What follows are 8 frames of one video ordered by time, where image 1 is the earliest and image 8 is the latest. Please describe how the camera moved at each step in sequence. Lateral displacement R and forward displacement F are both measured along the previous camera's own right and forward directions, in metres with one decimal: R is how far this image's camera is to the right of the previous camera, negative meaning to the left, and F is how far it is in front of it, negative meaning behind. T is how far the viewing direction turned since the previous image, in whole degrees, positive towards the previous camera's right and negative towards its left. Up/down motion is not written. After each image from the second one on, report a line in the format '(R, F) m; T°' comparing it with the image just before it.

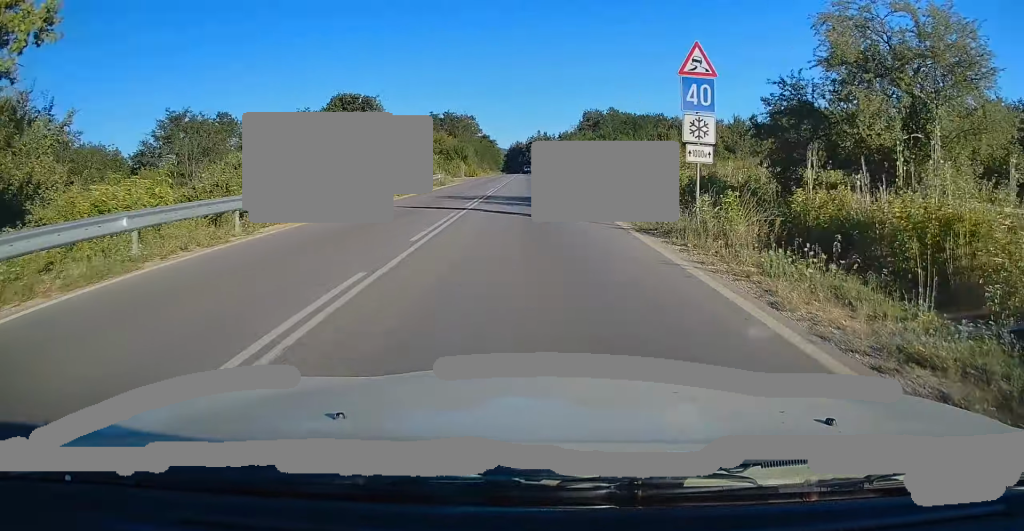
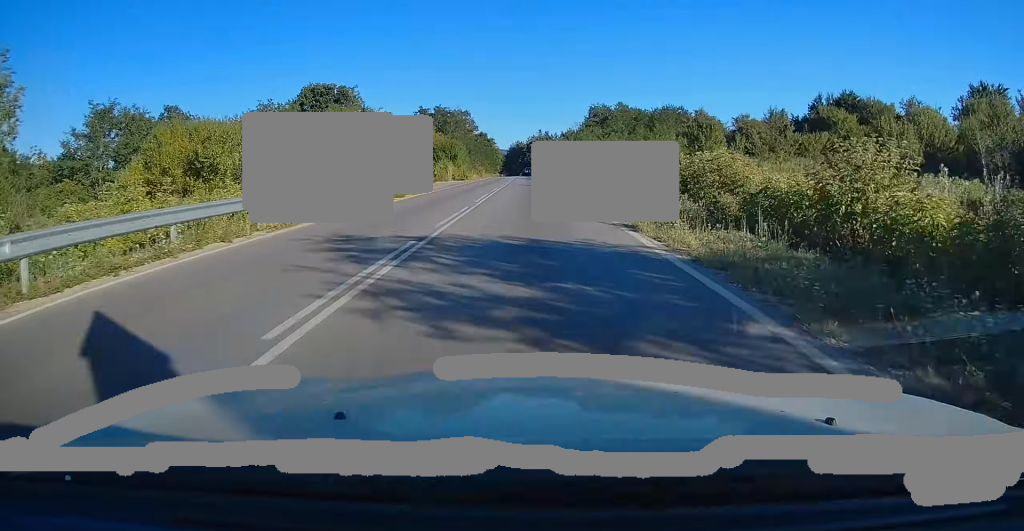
(0.0, +14.8) m; 0°
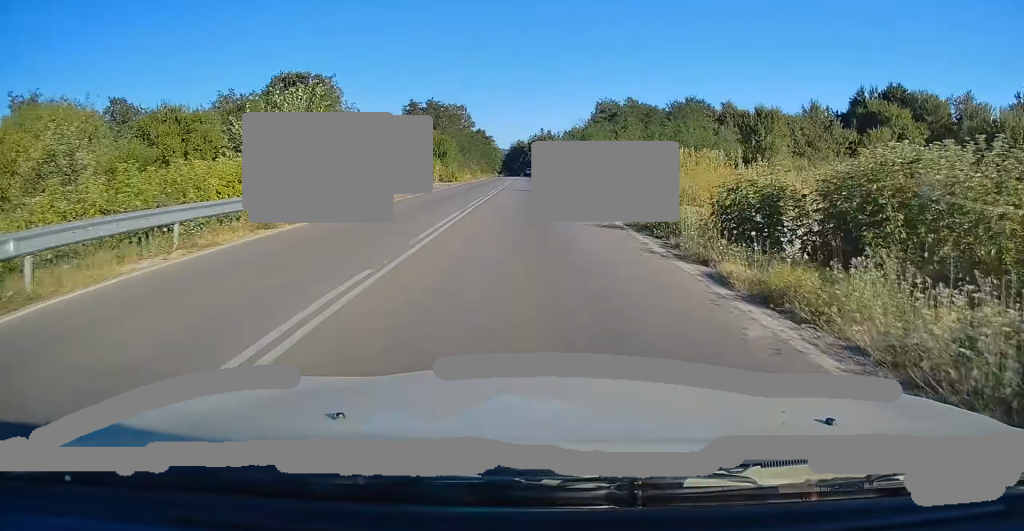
(-0.2, +12.0) m; 0°
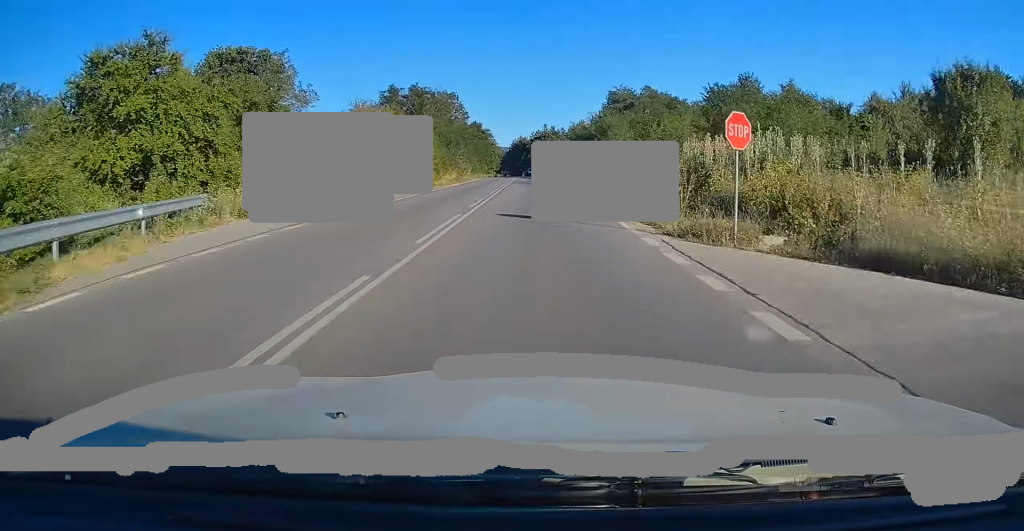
(+0.1, +18.3) m; 0°
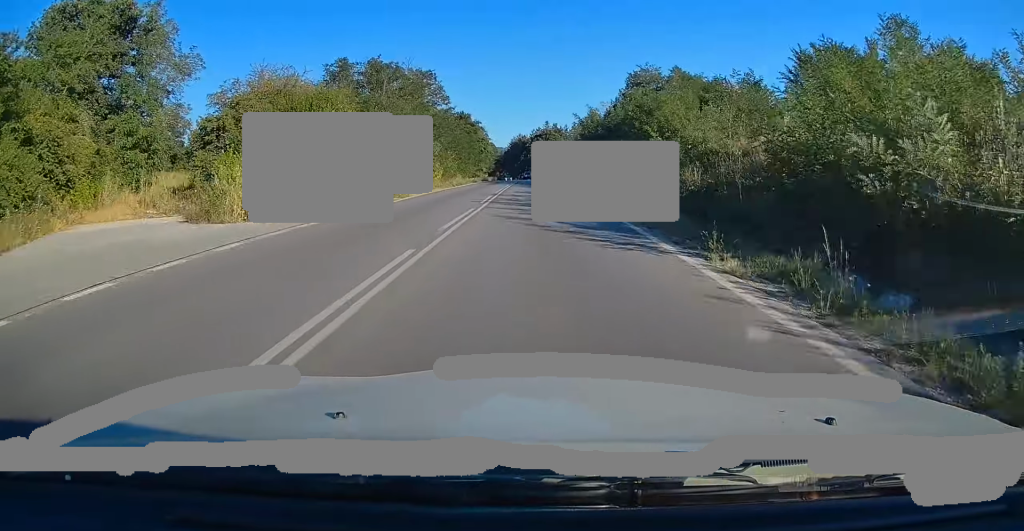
(+0.2, +24.7) m; 0°
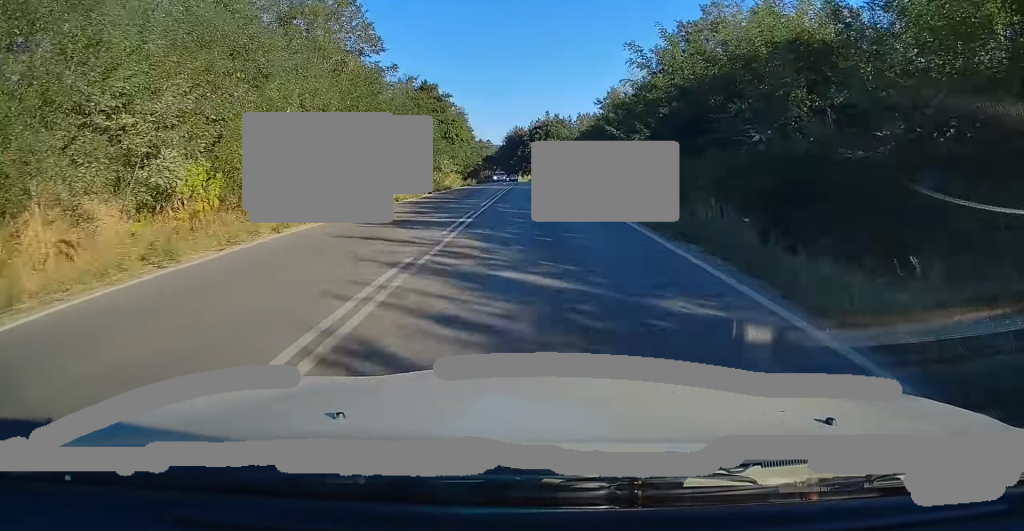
(-0.5, +36.5) m; -1°
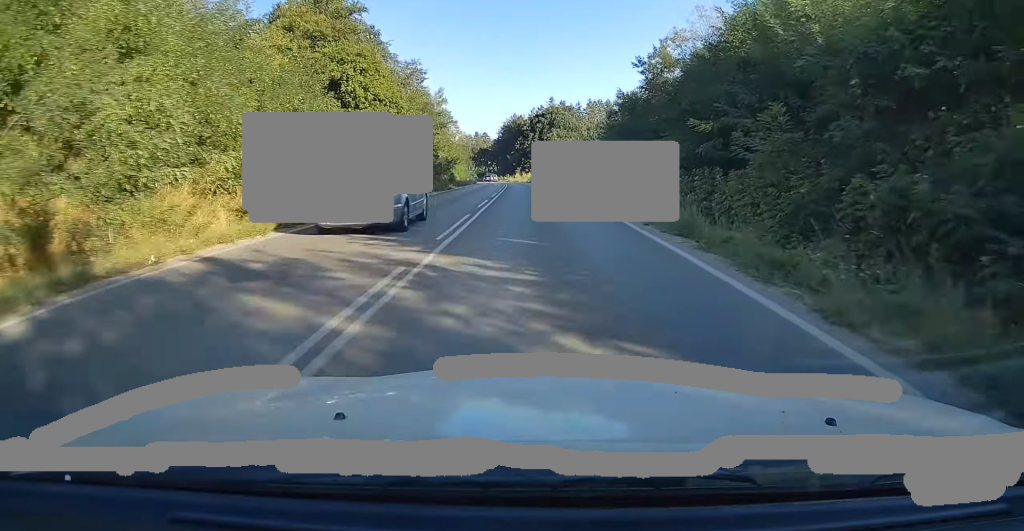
(-0.1, +36.9) m; 0°
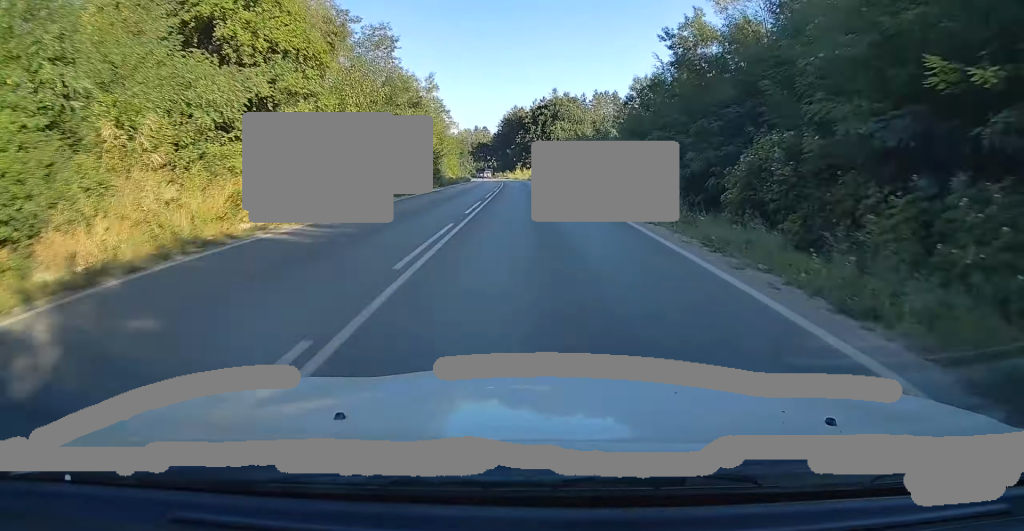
(0.0, +12.4) m; 0°
